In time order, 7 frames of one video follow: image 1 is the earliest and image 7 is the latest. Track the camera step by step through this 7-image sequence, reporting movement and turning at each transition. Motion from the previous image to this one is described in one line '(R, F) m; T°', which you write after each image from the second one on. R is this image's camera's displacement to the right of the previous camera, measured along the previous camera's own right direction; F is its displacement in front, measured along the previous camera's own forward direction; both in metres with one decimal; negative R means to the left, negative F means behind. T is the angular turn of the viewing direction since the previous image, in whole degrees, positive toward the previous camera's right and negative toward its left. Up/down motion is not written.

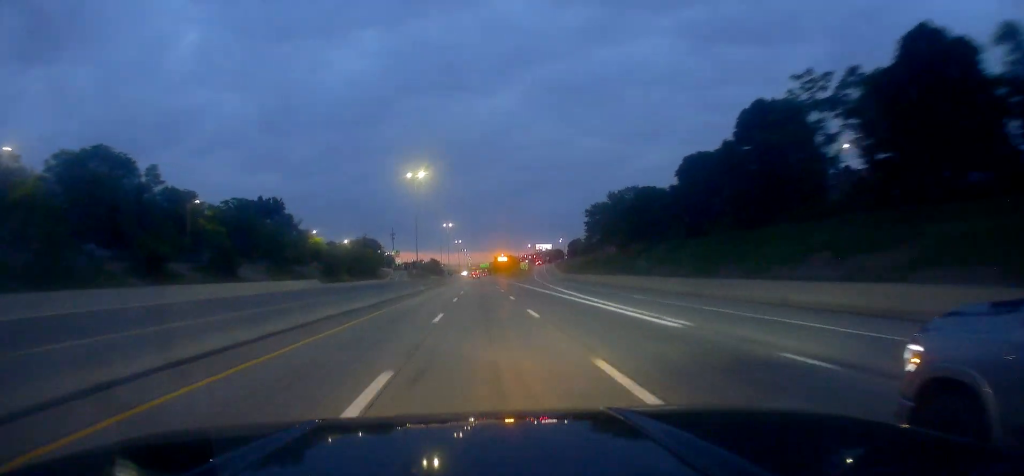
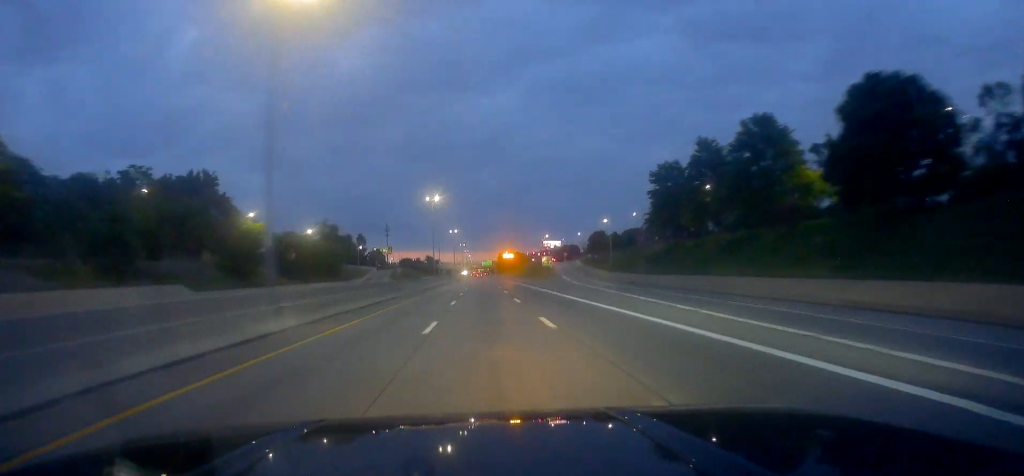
(+0.3, +50.3) m; +1°
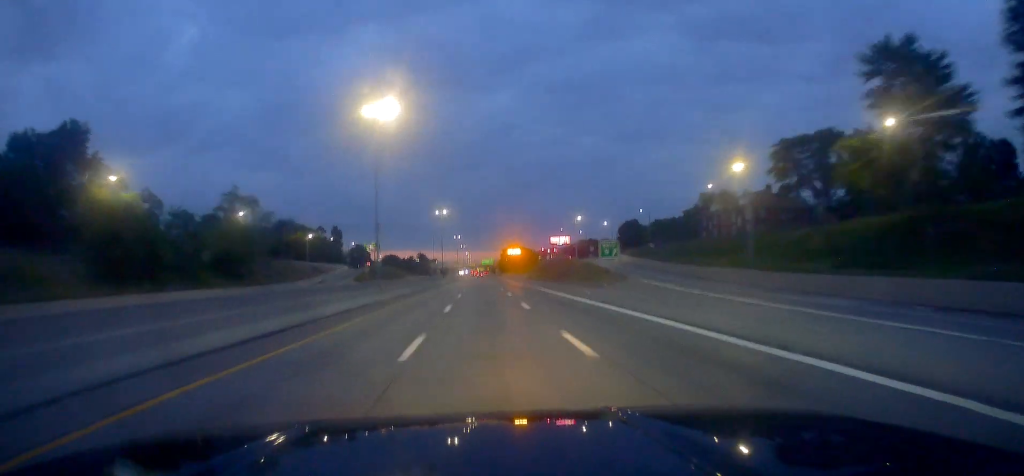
(-0.1, +51.0) m; 0°
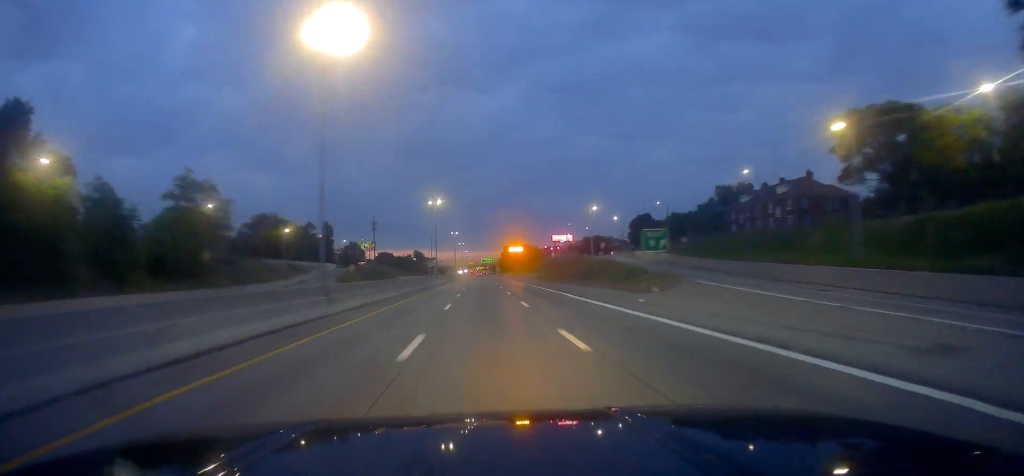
(0.0, +14.7) m; 0°
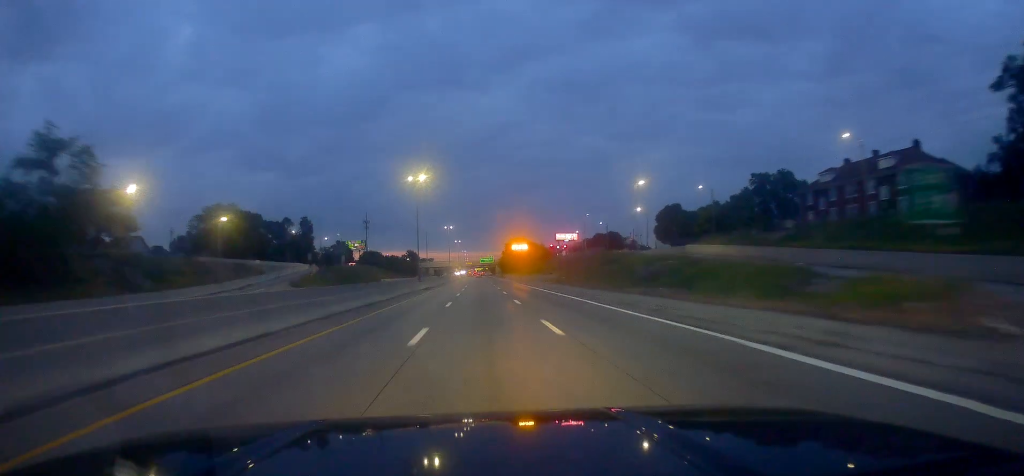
(+0.4, +27.3) m; 0°
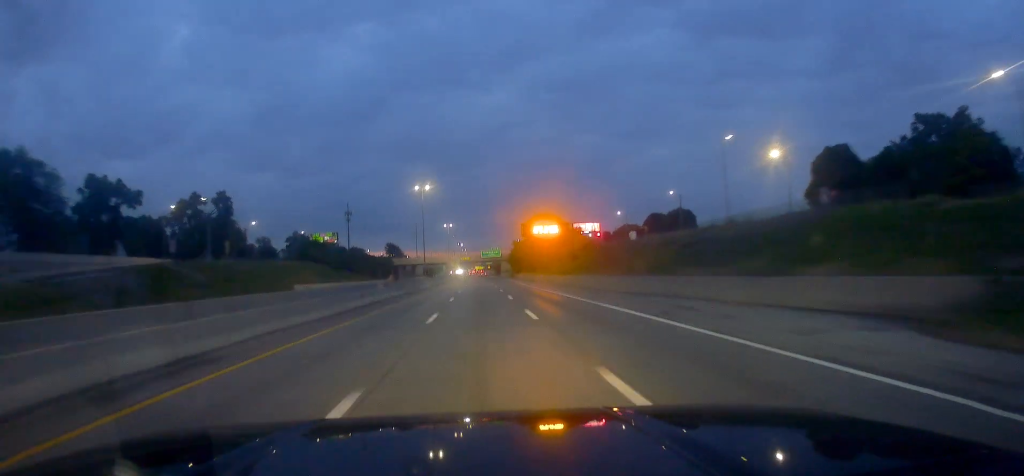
(0.0, +70.3) m; +1°
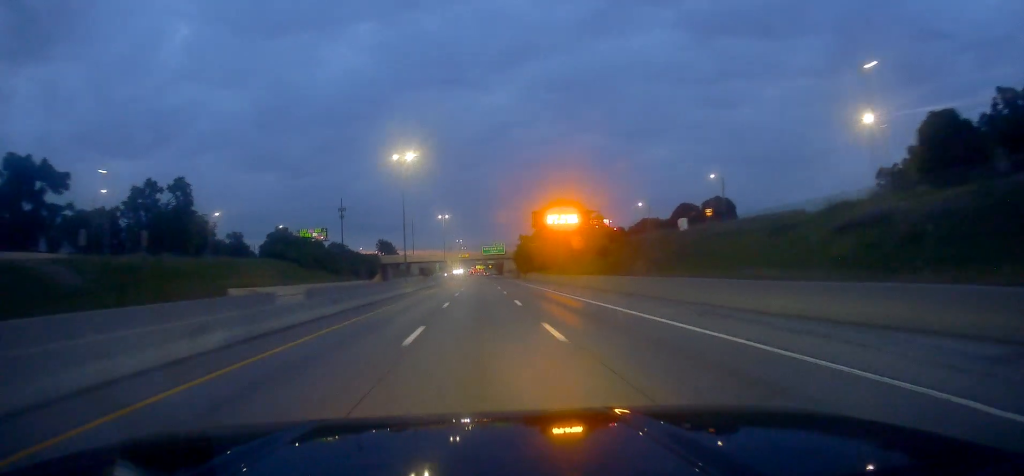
(0.0, +21.5) m; 0°
